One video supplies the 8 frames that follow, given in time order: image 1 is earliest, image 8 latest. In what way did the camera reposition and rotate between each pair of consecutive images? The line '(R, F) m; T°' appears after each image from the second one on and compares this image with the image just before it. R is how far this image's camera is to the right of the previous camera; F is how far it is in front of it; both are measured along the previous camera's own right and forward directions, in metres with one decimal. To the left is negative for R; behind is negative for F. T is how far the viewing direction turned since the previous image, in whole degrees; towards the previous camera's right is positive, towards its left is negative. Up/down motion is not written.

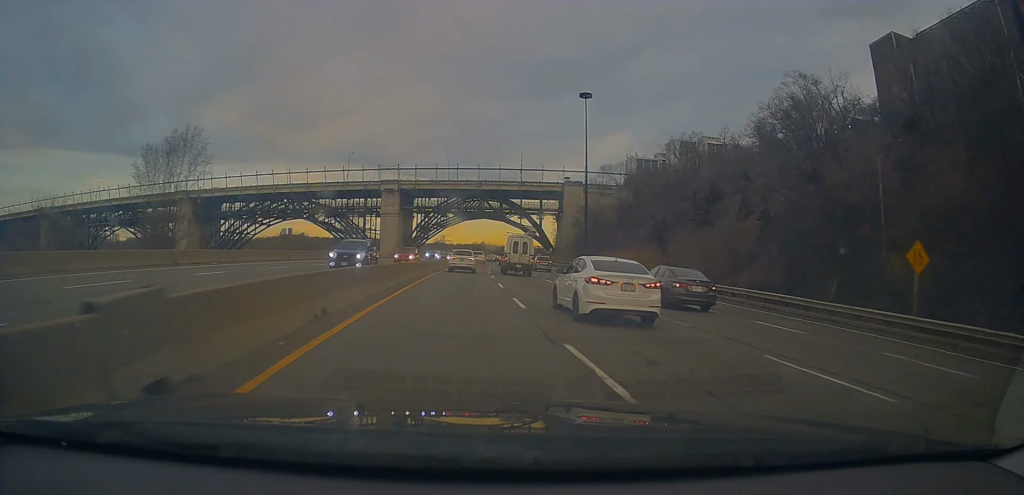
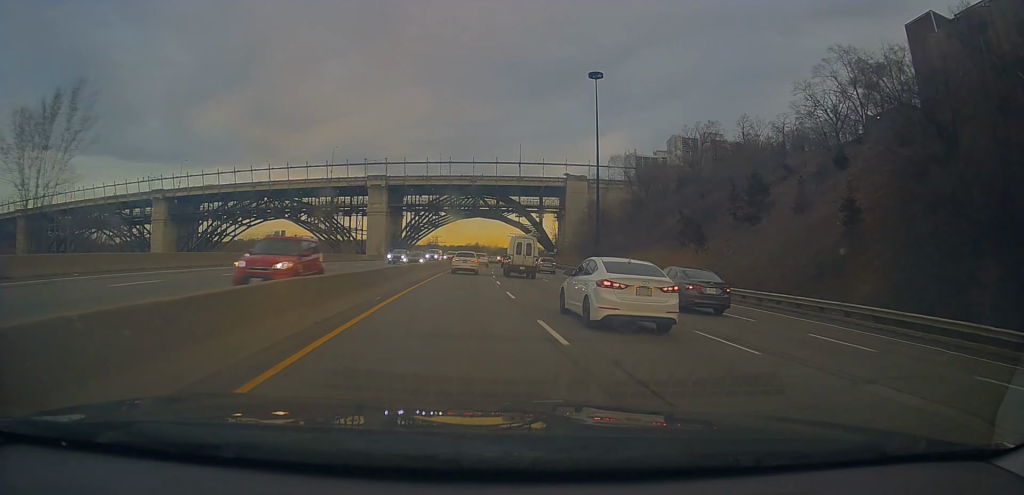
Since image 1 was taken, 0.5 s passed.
(0.0, +14.6) m; +1°
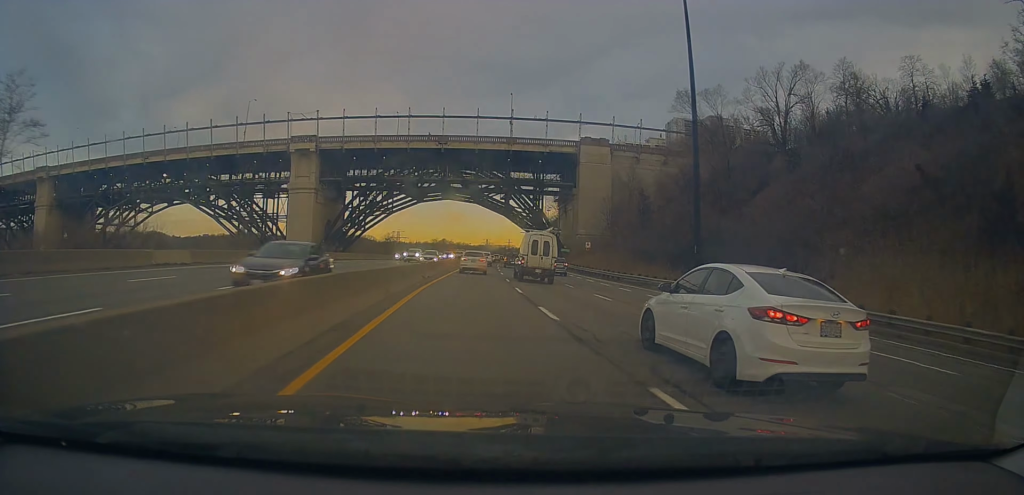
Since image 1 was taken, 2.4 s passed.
(+2.1, +51.3) m; +5°
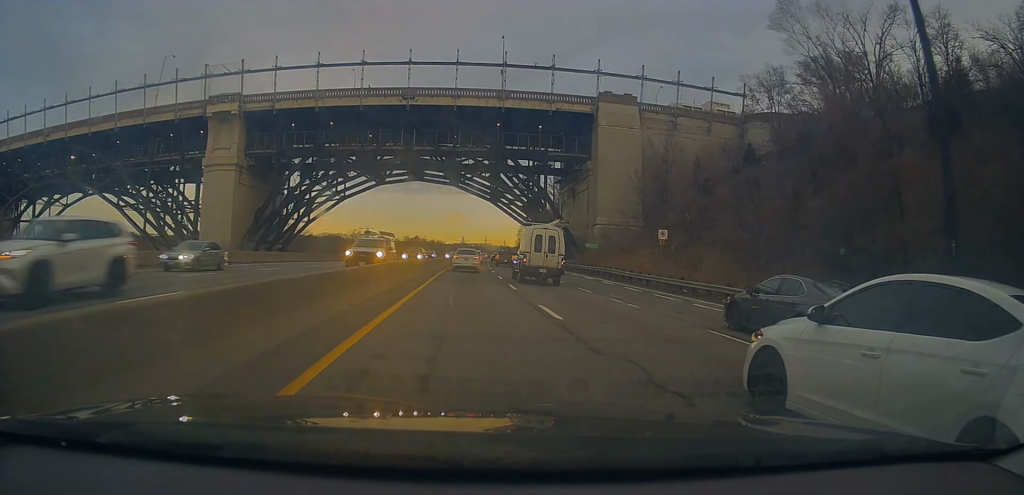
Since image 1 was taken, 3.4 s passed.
(+0.7, +30.9) m; +2°
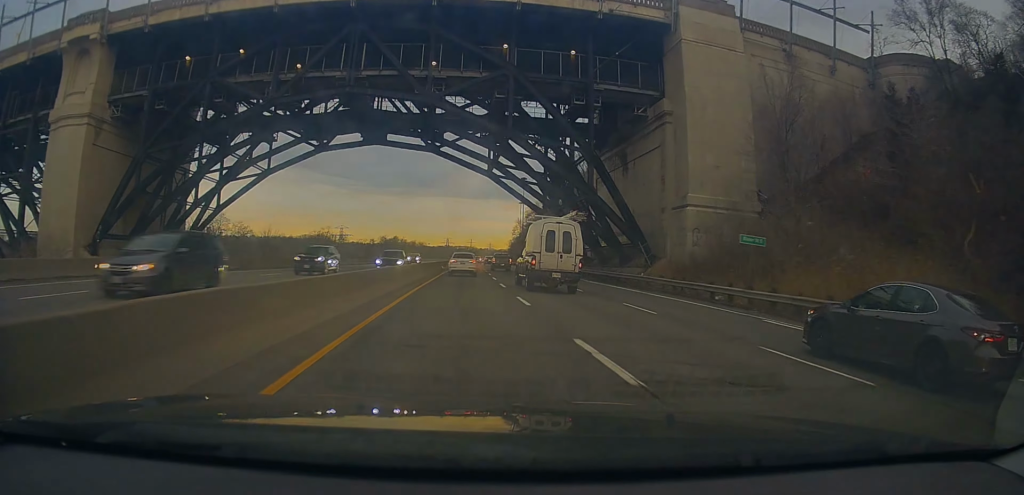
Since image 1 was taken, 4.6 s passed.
(+0.3, +35.0) m; +1°
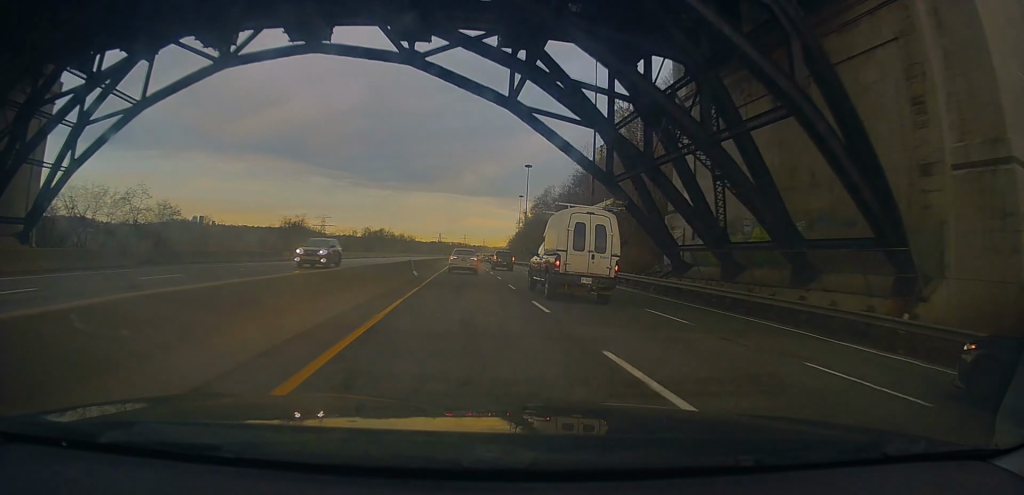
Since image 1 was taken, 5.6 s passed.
(+0.3, +29.1) m; 0°
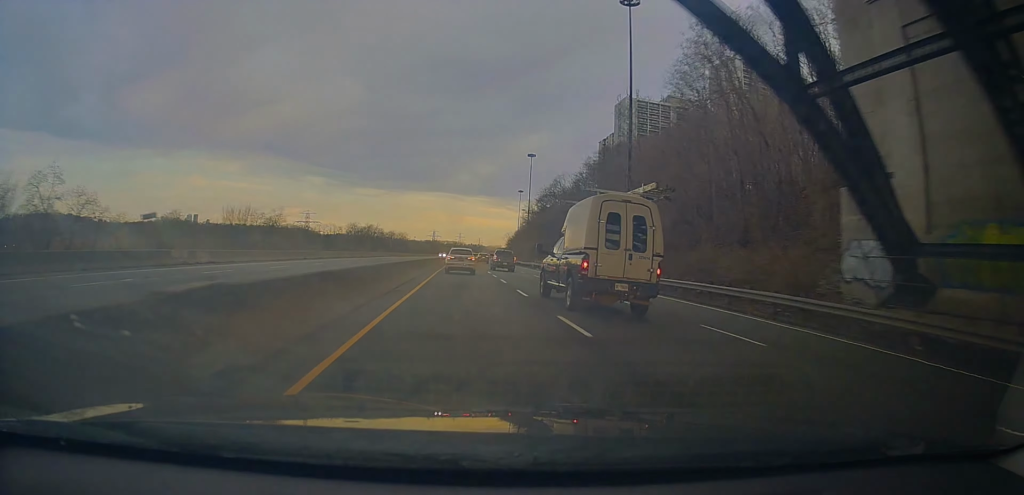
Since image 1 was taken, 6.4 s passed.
(0.0, +21.4) m; 0°
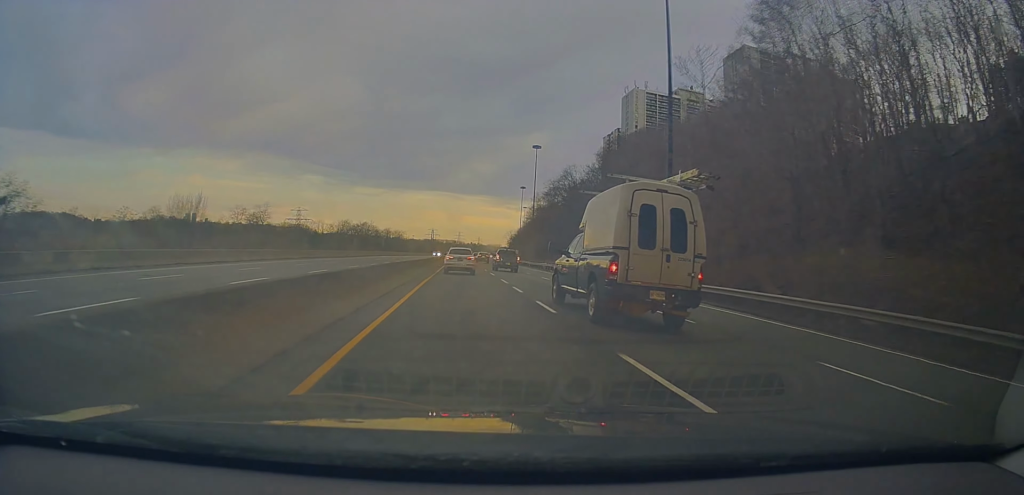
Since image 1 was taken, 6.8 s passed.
(-0.1, +13.6) m; 0°
